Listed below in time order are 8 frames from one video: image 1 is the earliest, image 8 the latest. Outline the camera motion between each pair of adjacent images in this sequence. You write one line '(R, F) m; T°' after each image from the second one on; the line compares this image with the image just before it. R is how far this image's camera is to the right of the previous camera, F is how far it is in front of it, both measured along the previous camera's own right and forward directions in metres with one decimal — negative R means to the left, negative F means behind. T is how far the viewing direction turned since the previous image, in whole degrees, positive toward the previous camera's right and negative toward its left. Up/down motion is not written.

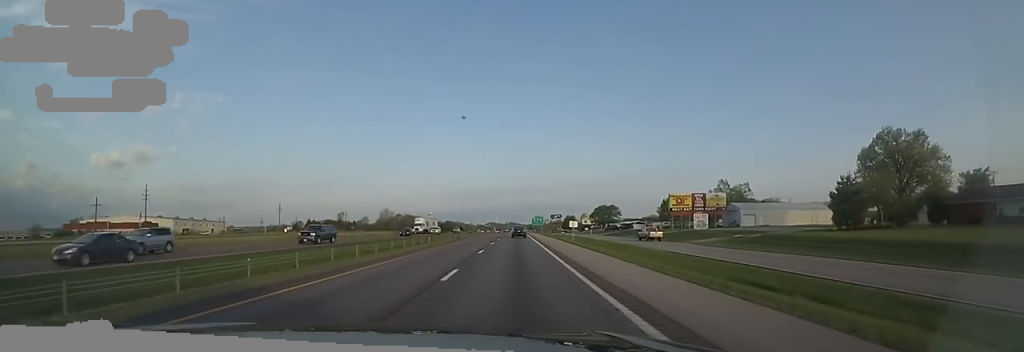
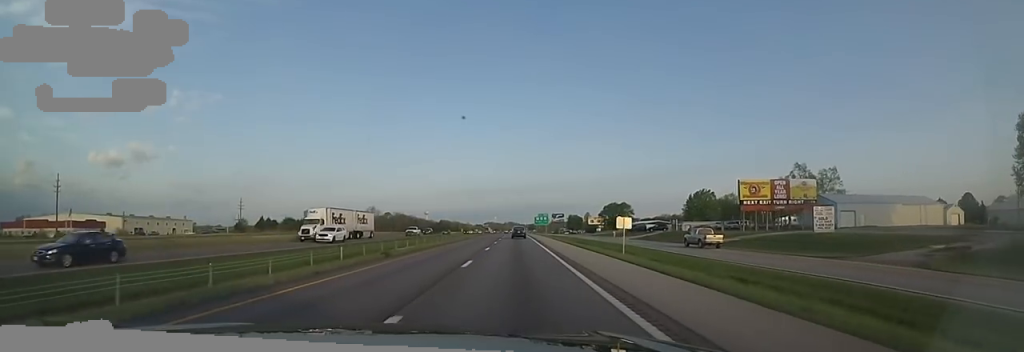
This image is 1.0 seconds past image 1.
(-0.1, +33.2) m; 0°
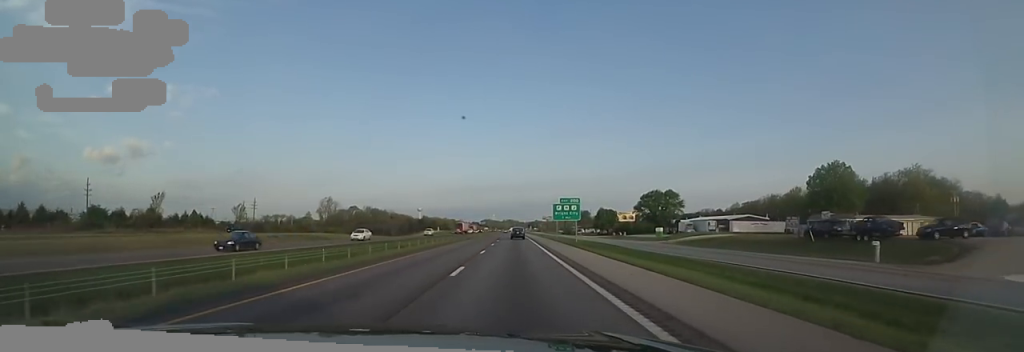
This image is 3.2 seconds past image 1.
(+0.5, +77.0) m; +1°
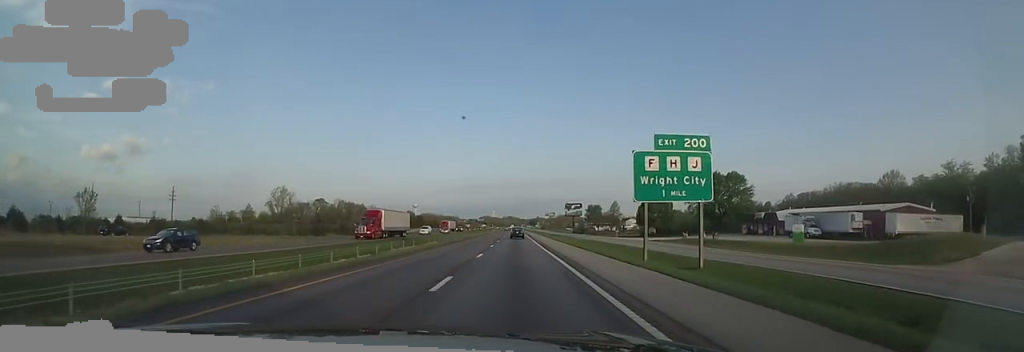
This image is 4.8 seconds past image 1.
(0.0, +51.3) m; 0°
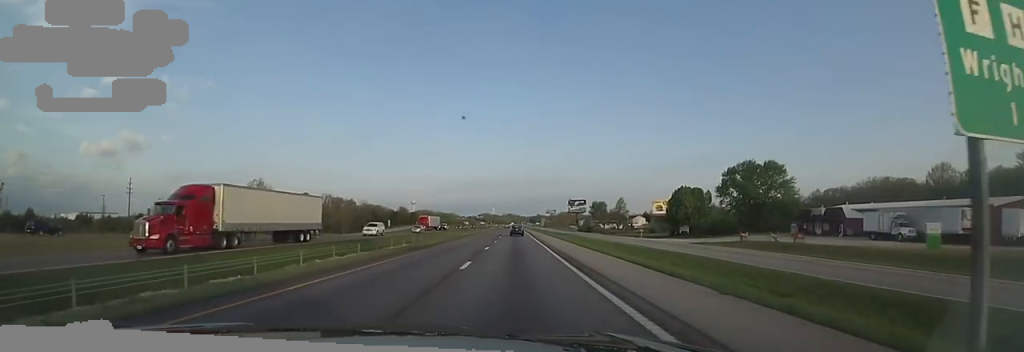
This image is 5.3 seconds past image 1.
(+0.1, +19.2) m; 0°
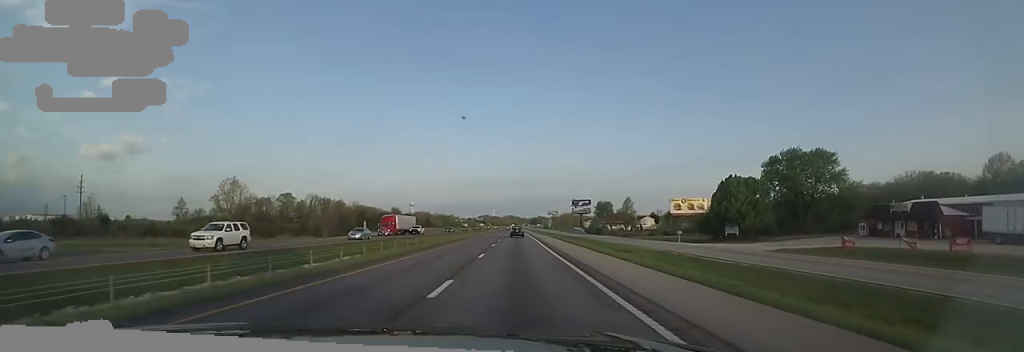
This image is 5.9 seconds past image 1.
(-0.2, +18.4) m; -1°
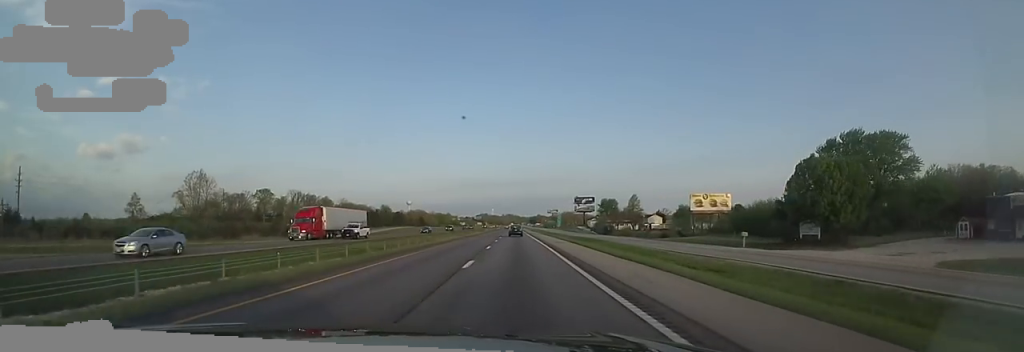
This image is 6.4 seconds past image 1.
(0.0, +18.5) m; -1°
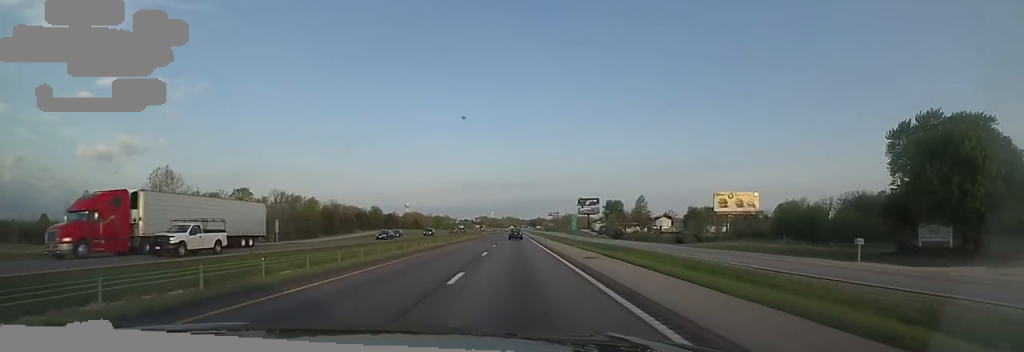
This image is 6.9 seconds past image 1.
(-0.1, +16.5) m; 0°
